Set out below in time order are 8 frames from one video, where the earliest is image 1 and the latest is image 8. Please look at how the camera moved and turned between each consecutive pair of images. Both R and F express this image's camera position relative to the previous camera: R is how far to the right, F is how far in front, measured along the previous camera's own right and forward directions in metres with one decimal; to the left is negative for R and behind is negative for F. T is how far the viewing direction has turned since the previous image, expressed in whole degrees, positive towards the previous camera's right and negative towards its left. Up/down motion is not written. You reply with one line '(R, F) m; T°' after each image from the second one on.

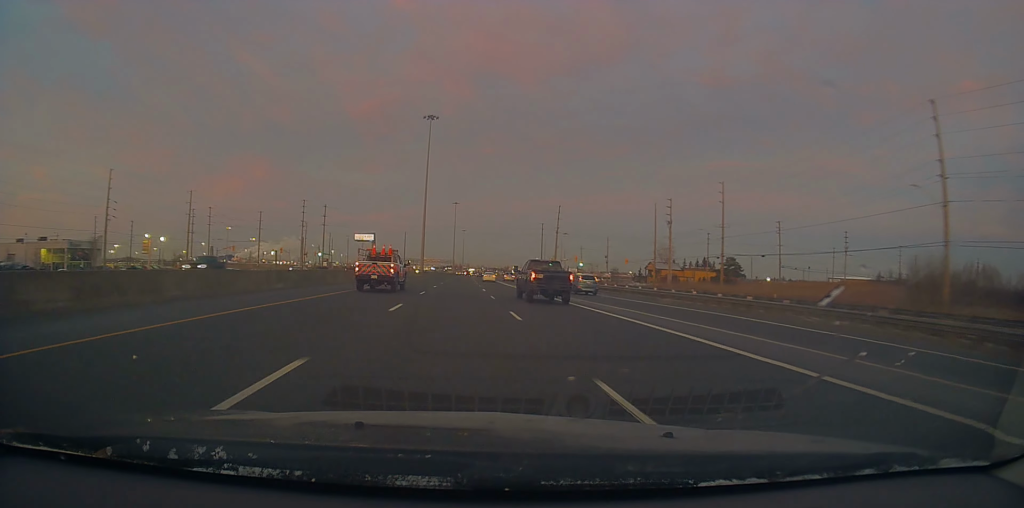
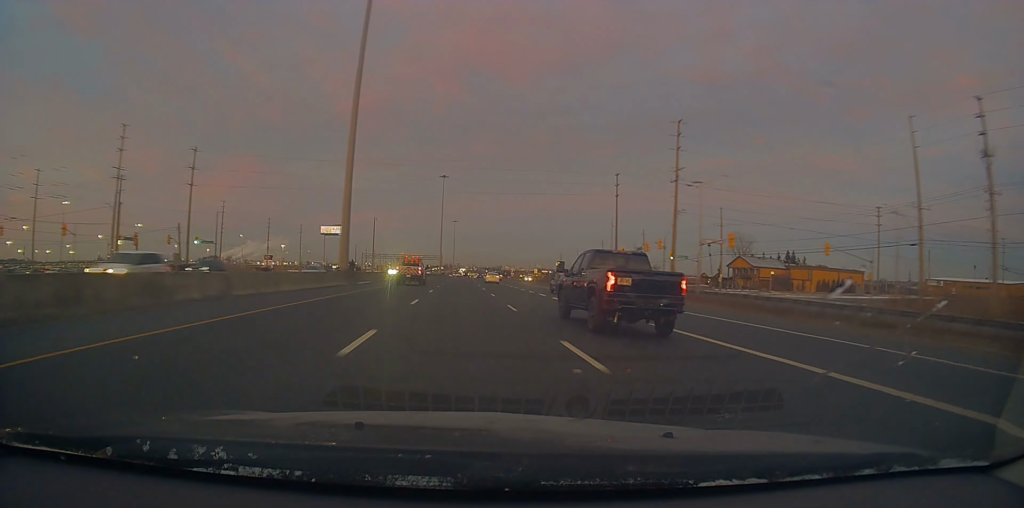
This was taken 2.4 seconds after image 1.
(+0.2, +80.5) m; +1°
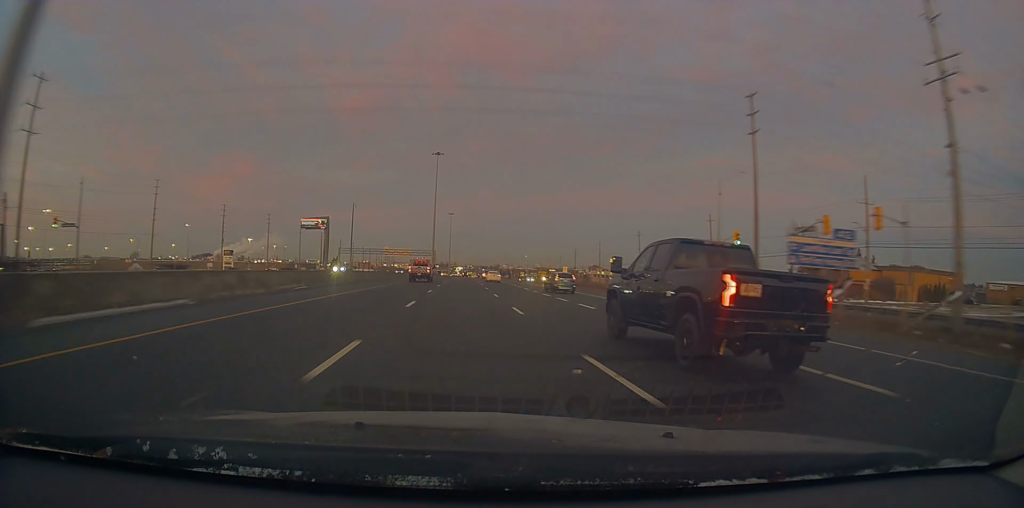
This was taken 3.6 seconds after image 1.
(+0.1, +38.3) m; +1°
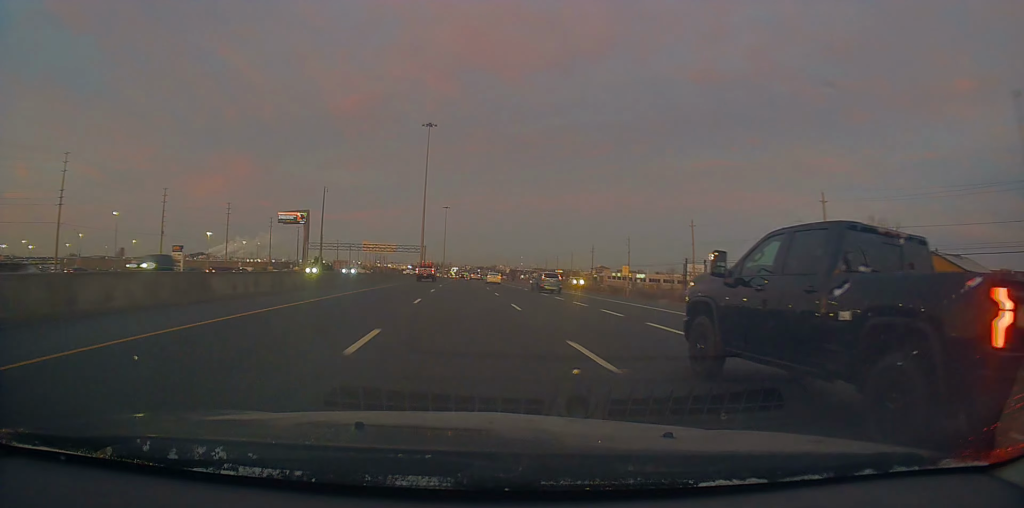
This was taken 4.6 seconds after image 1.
(+0.4, +34.5) m; 0°
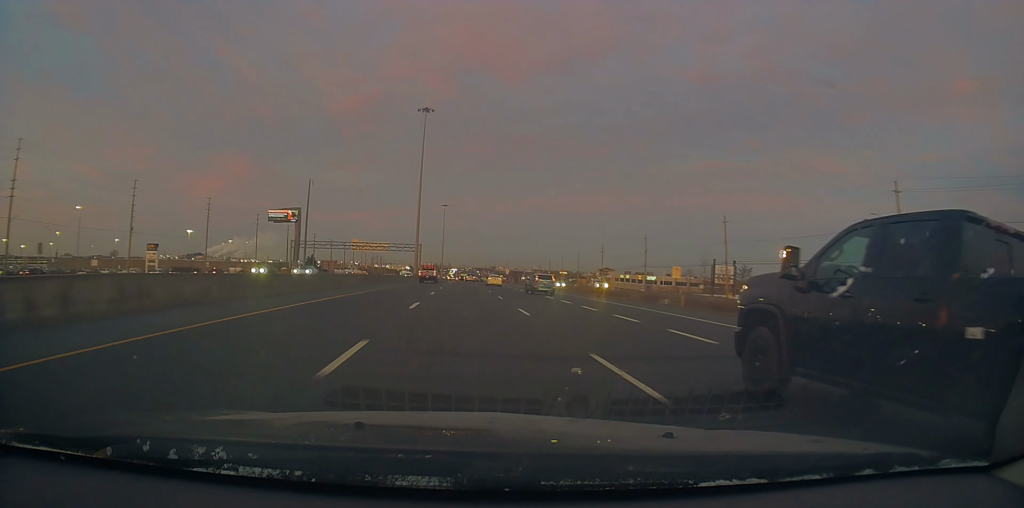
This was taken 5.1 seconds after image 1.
(0.0, +13.9) m; 0°
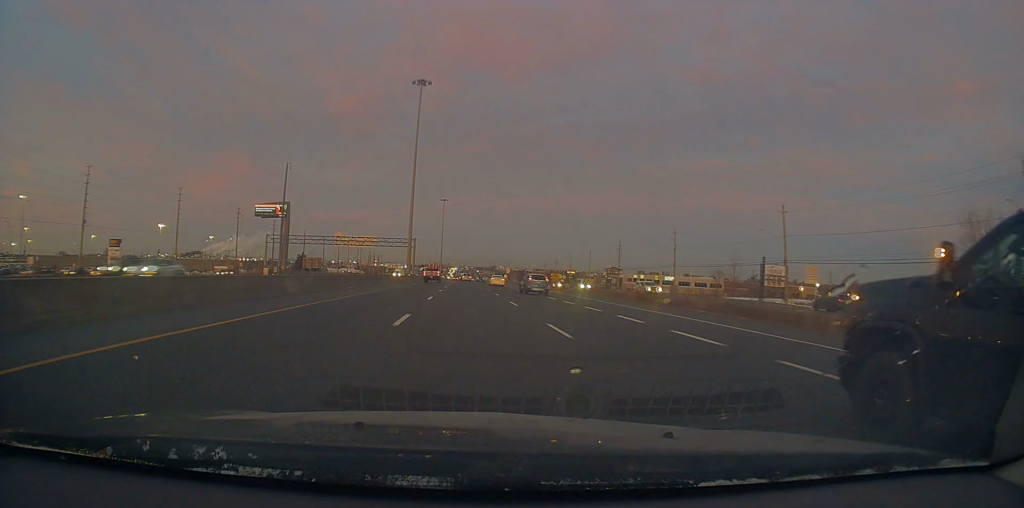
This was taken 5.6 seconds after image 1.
(0.0, +17.9) m; 0°
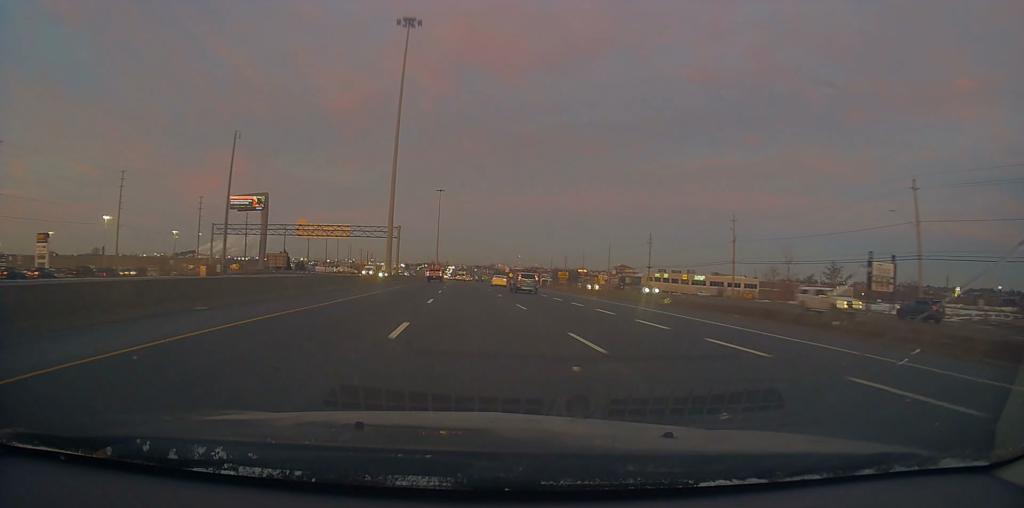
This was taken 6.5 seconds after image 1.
(-0.1, +26.2) m; 0°
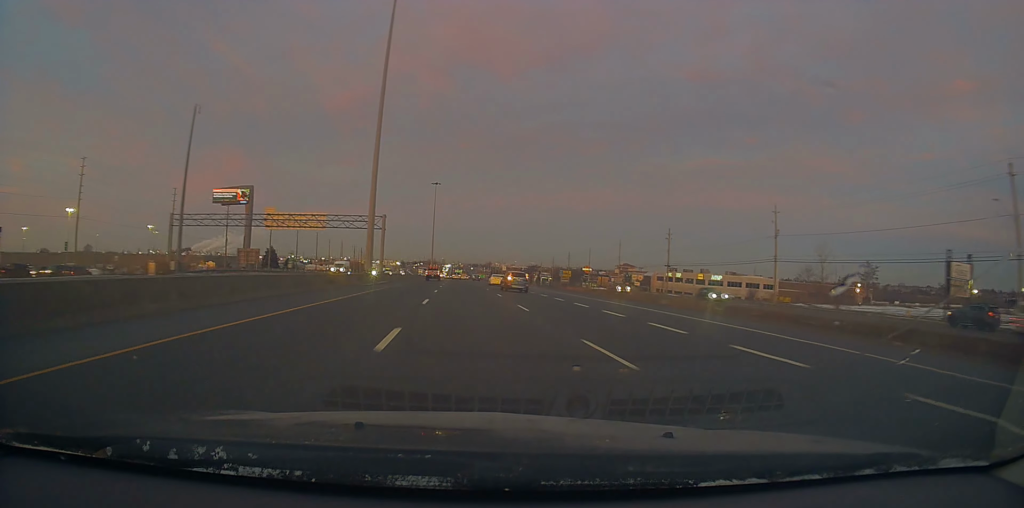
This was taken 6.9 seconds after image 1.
(-0.1, +13.6) m; 0°
